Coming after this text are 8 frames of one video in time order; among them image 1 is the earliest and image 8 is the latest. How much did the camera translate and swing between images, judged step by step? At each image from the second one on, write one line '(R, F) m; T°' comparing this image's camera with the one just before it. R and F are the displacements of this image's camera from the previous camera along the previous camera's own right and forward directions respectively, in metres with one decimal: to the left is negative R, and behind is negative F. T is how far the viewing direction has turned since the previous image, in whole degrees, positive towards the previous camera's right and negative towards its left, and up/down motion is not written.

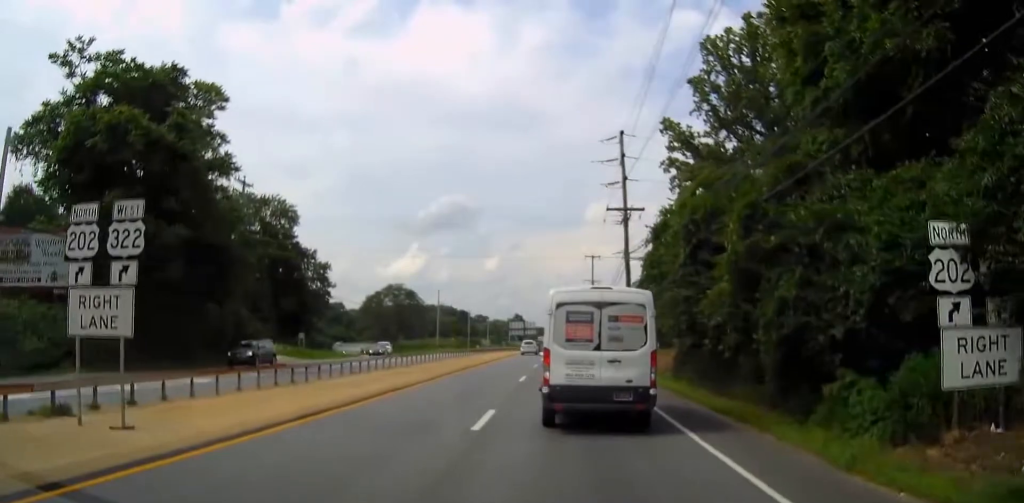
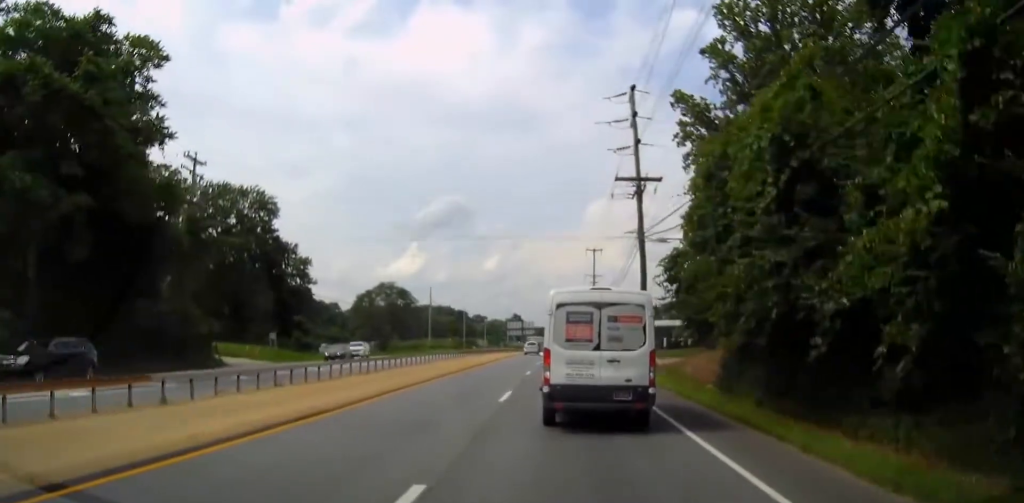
(-0.2, +7.5) m; 0°
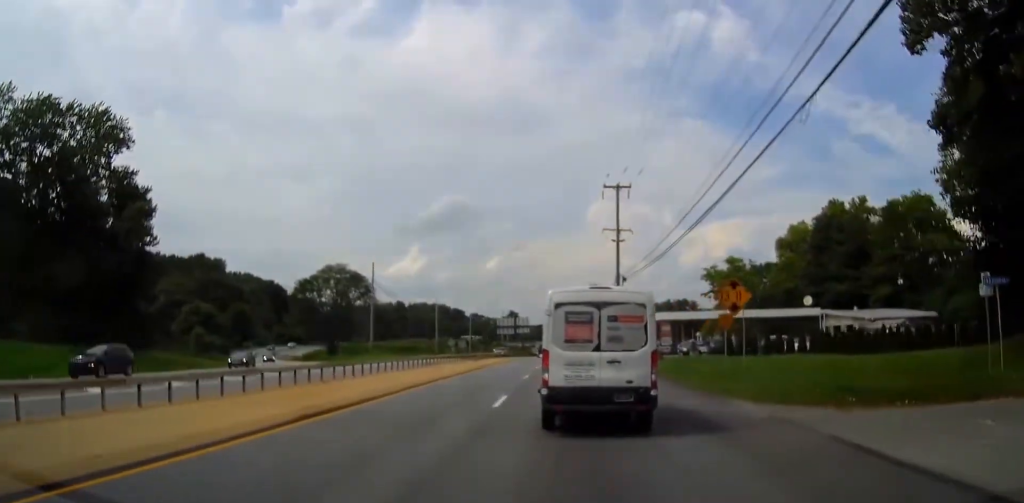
(+1.3, +36.3) m; +3°
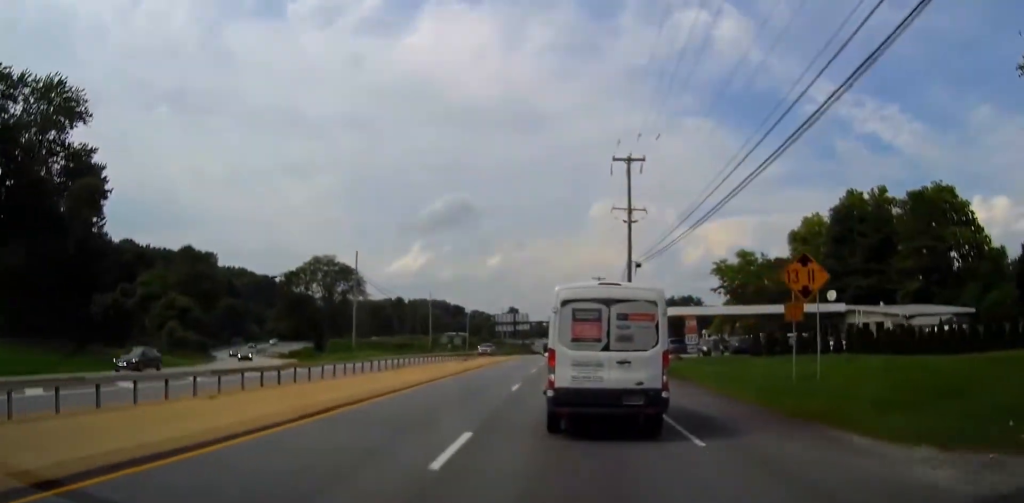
(-0.1, +7.3) m; -1°
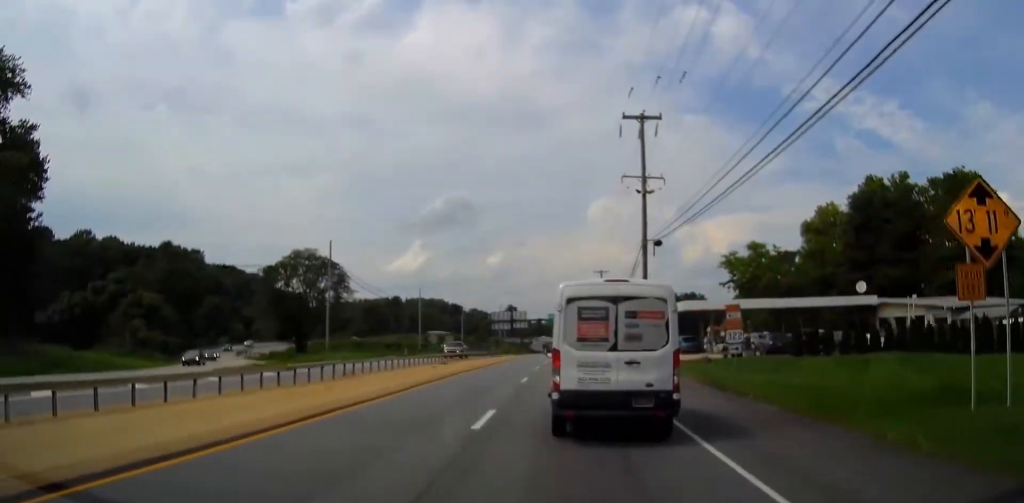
(0.0, +8.5) m; 0°
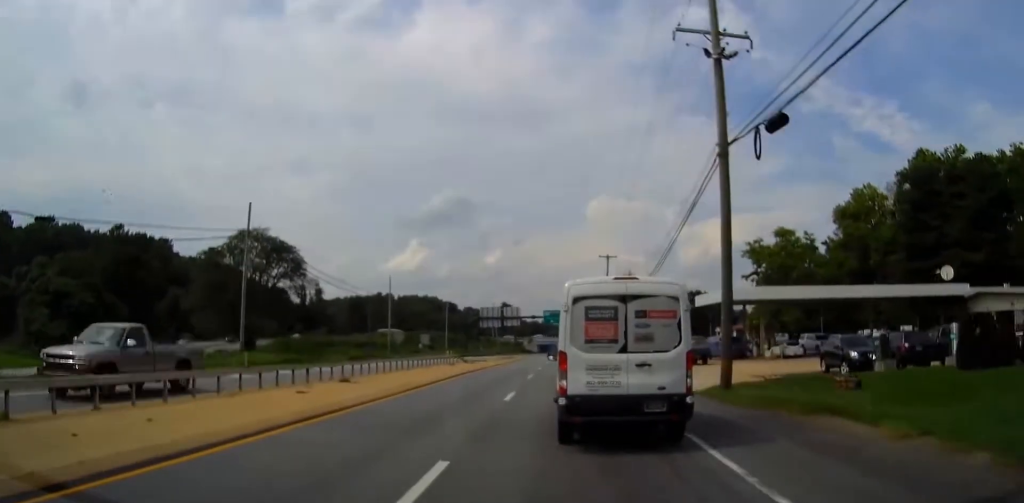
(0.0, +17.8) m; -2°
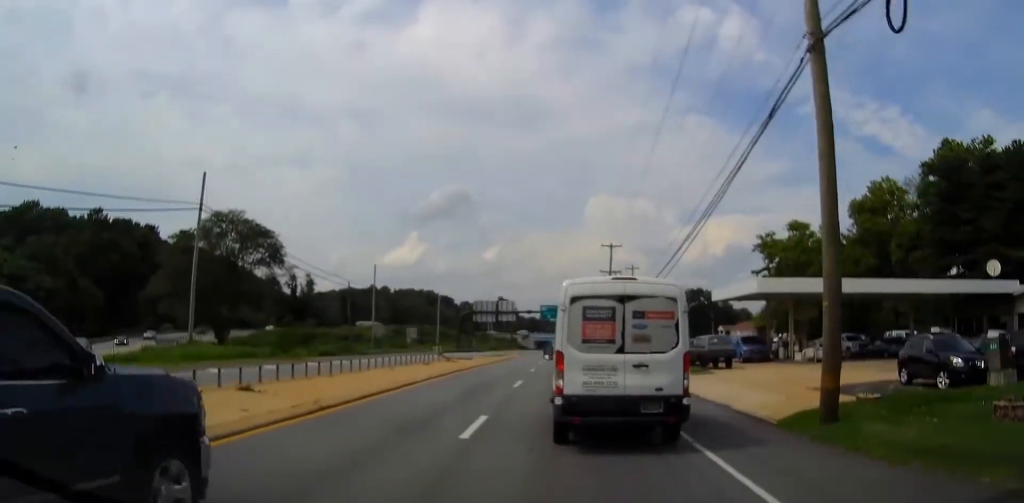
(-0.1, +7.0) m; -1°
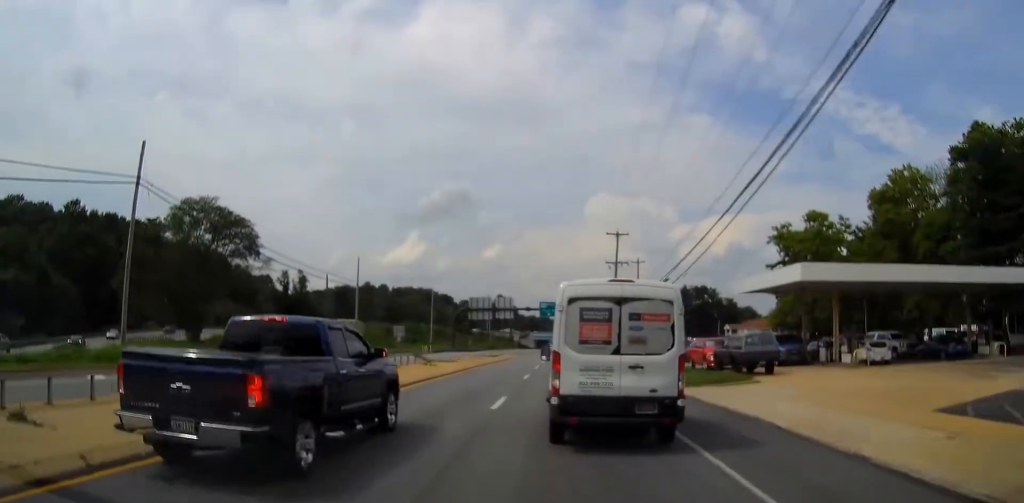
(-0.2, +7.3) m; -1°
